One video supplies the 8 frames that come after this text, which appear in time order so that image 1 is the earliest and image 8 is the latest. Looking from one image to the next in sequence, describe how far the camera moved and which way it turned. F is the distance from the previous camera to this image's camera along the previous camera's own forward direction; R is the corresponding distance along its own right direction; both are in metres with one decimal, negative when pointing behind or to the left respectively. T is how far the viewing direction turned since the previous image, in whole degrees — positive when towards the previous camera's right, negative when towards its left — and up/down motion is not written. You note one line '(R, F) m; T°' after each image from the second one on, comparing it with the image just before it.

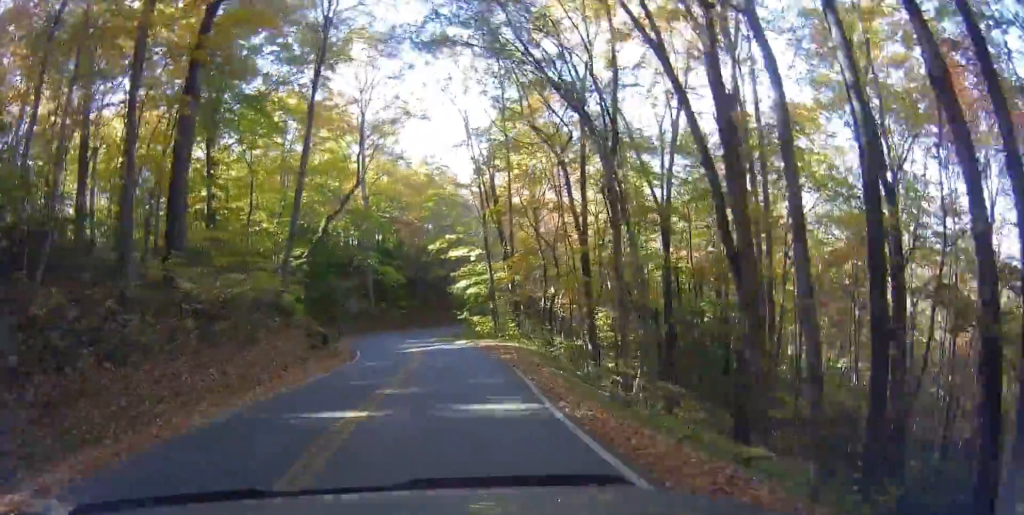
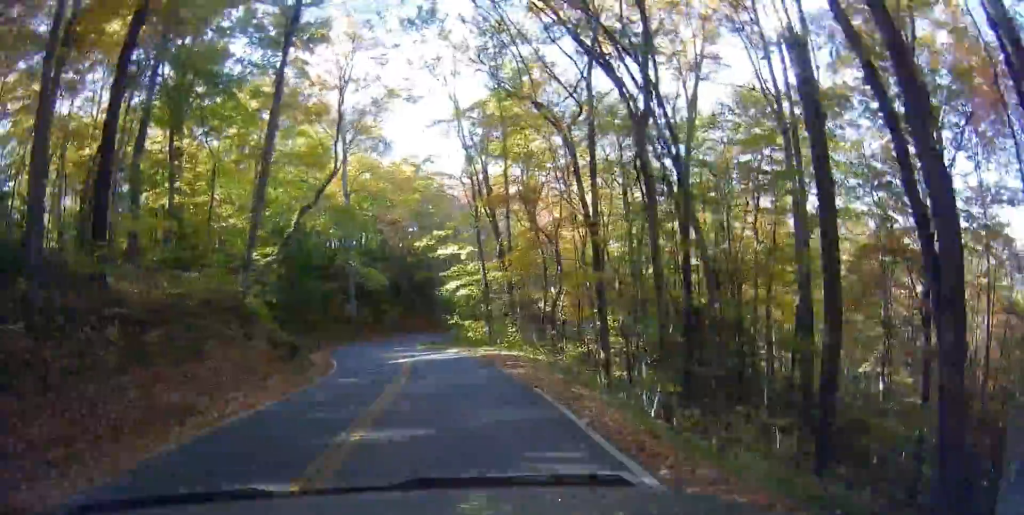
(-0.1, +3.5) m; -4°
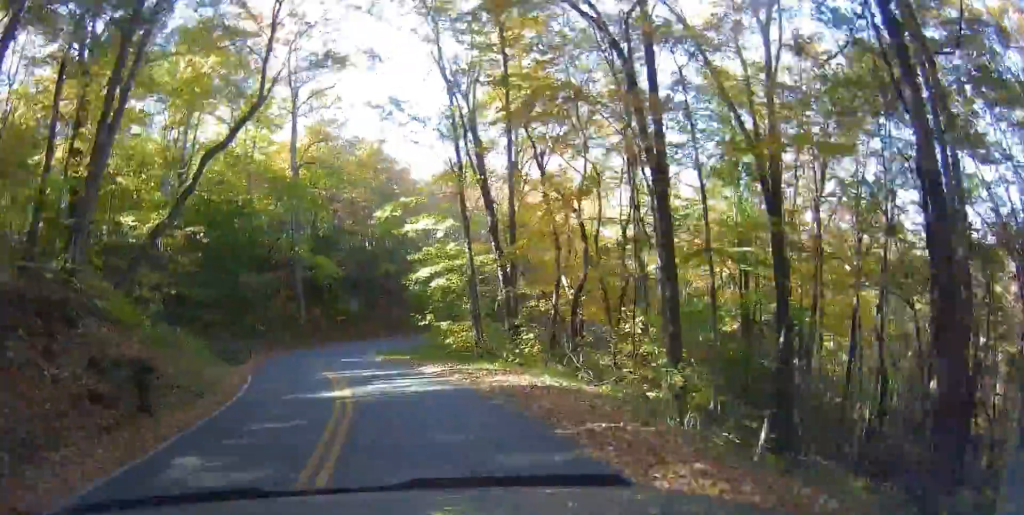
(-0.5, +9.2) m; -4°
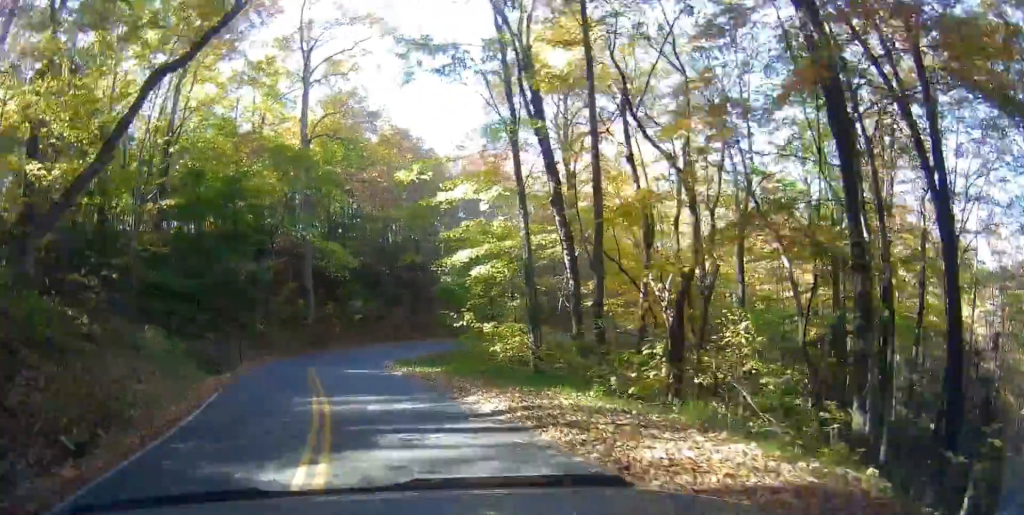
(0.0, +6.2) m; +2°
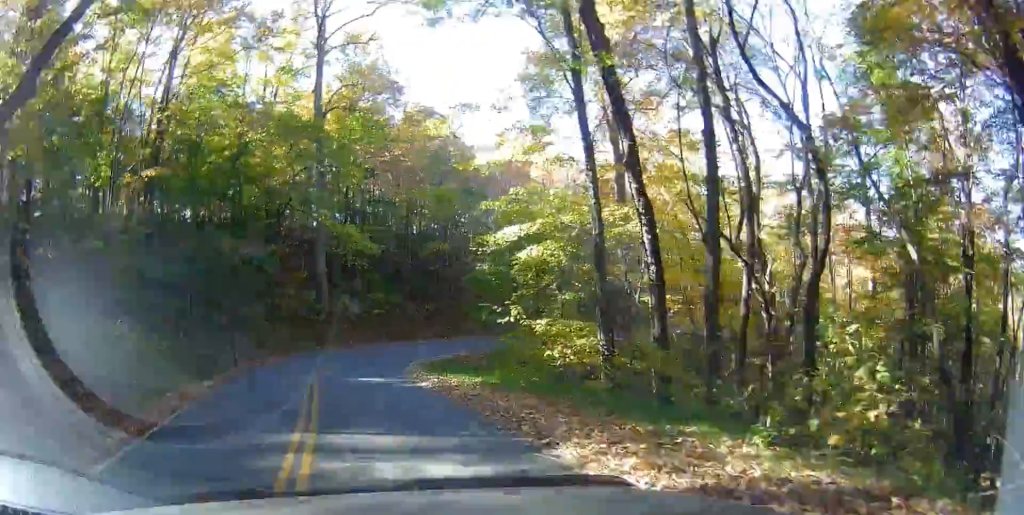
(0.0, +4.2) m; 0°
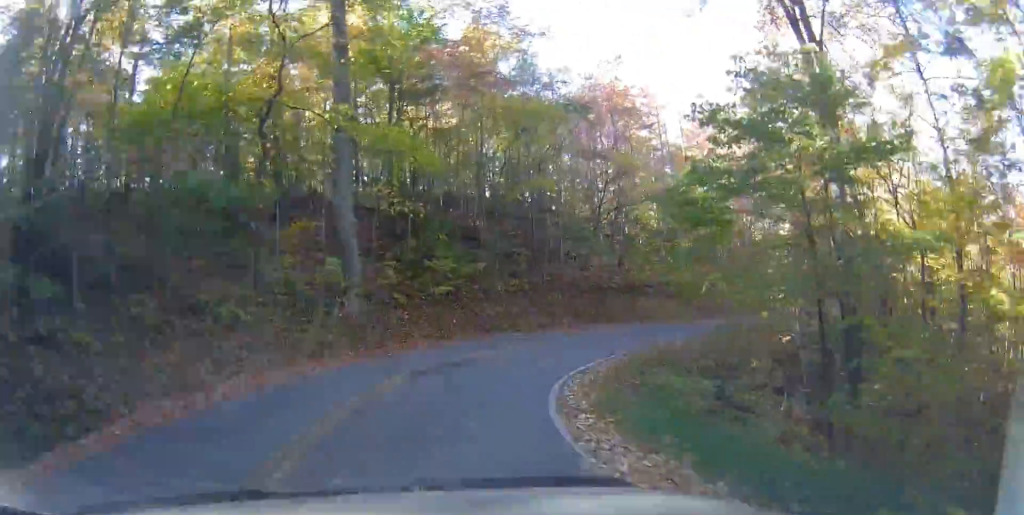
(-0.3, +14.0) m; +1°
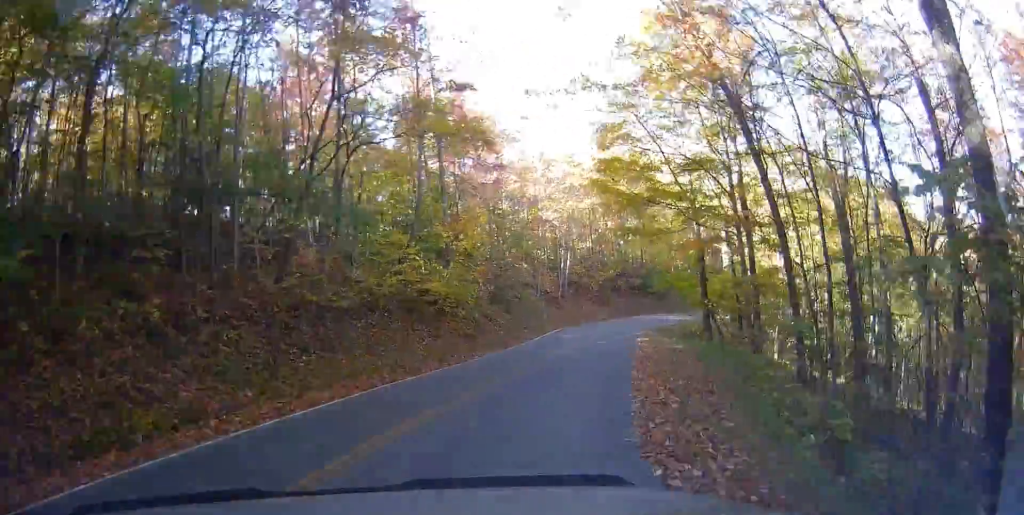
(+4.6, +17.1) m; +34°
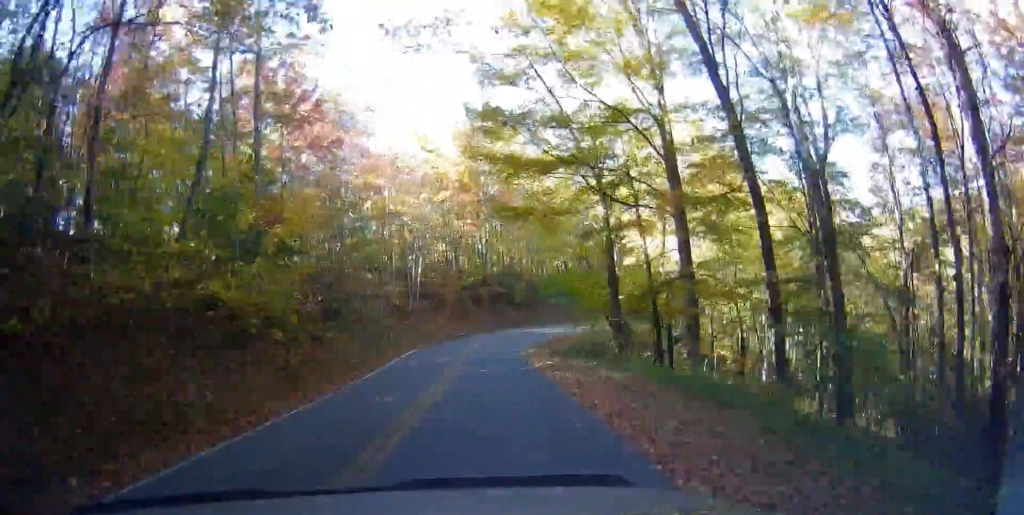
(+1.0, +8.4) m; +6°
